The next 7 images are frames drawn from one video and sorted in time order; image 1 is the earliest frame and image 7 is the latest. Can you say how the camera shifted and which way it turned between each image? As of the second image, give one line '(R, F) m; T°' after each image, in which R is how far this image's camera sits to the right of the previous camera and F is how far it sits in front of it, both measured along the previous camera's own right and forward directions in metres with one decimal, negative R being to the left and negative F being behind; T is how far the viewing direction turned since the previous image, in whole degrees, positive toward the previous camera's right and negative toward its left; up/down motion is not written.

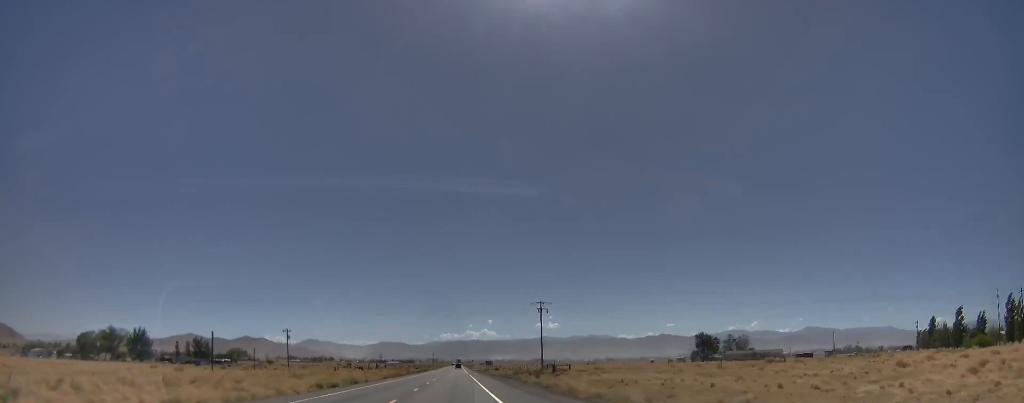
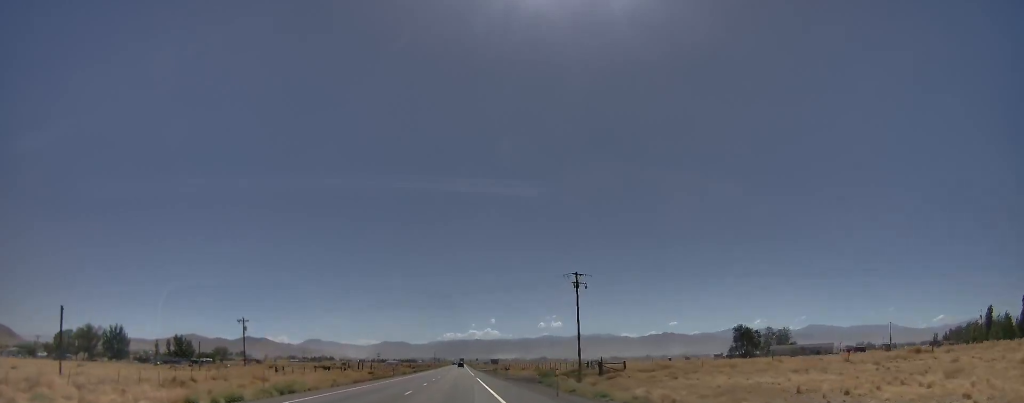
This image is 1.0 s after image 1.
(+0.3, +30.3) m; +2°
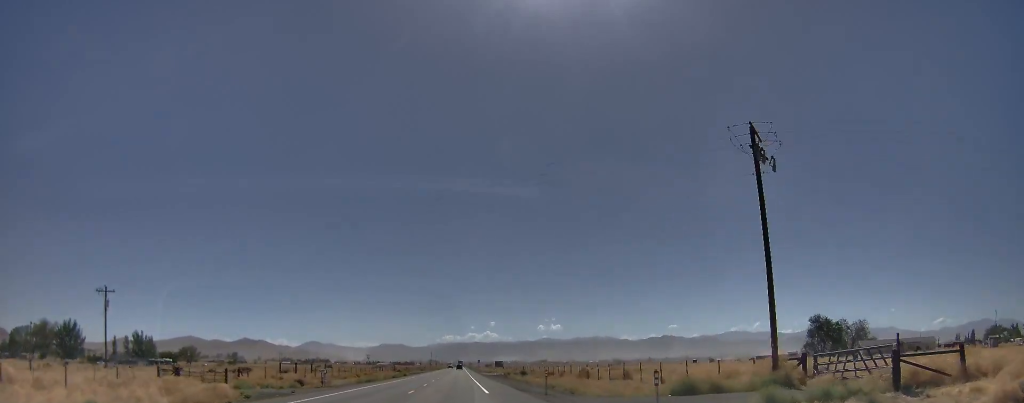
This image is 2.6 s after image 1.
(+0.8, +46.2) m; +1°
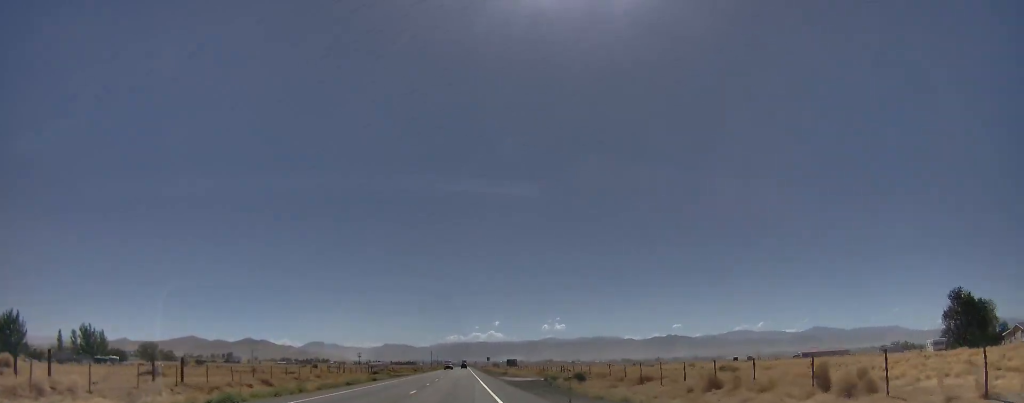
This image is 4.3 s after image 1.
(-0.6, +48.6) m; -1°
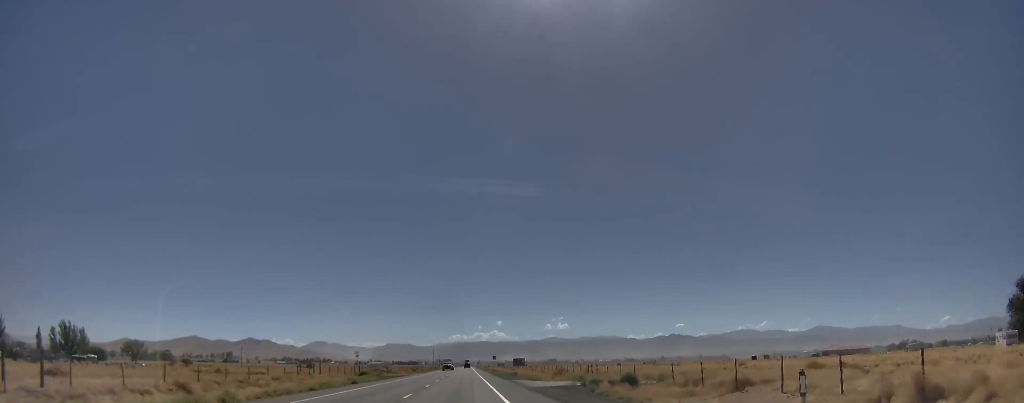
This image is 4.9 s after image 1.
(+0.1, +17.1) m; 0°
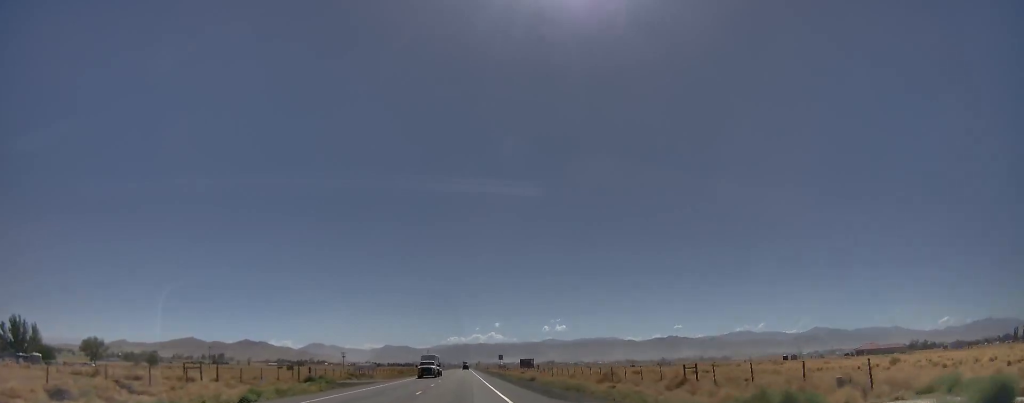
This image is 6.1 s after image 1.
(-0.1, +32.1) m; -1°
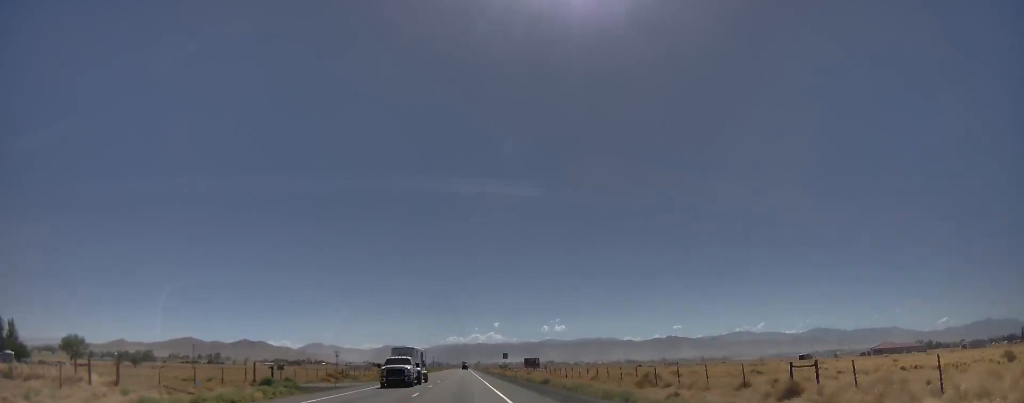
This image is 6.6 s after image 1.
(0.0, +14.1) m; 0°
